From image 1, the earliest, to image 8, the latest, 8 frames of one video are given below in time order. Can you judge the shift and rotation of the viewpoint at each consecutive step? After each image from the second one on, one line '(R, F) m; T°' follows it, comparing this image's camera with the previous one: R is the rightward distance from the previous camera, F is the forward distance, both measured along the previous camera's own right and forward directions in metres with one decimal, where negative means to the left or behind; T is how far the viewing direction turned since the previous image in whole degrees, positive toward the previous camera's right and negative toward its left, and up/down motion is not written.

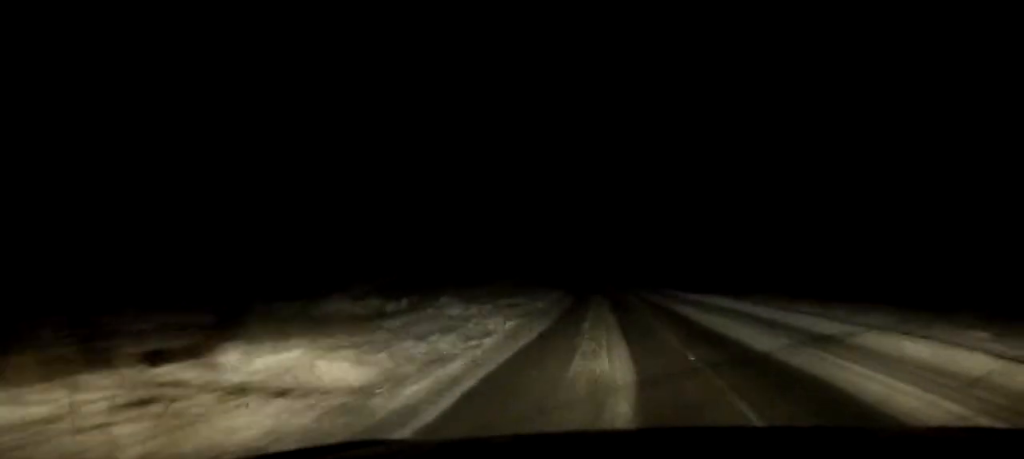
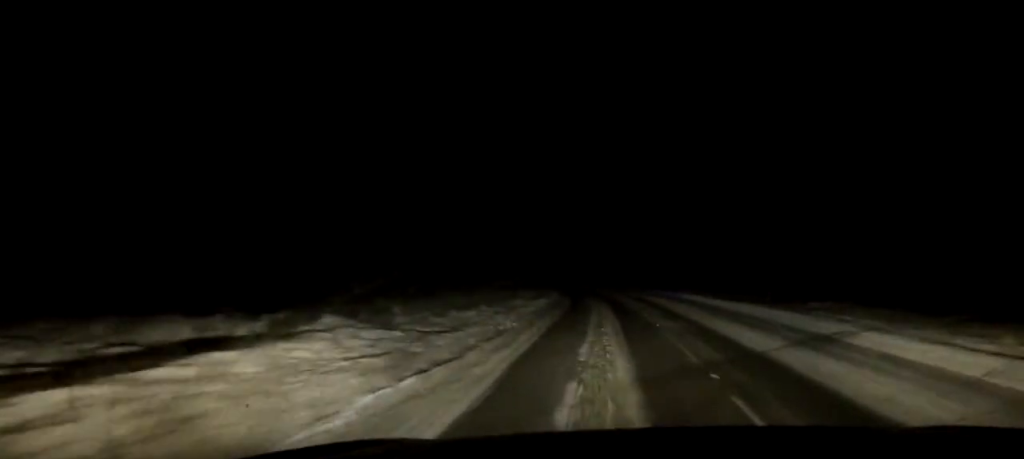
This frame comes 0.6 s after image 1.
(0.0, +10.7) m; 0°
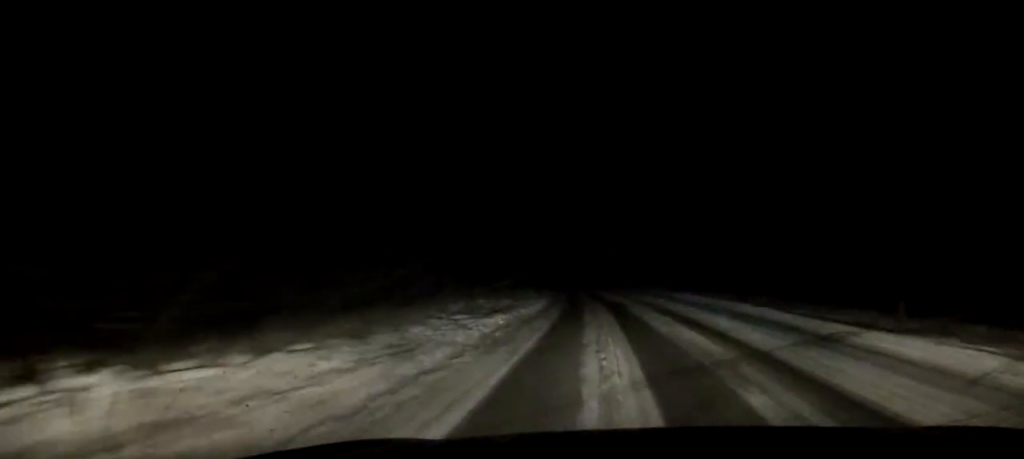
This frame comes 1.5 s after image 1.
(-0.1, +16.7) m; -1°
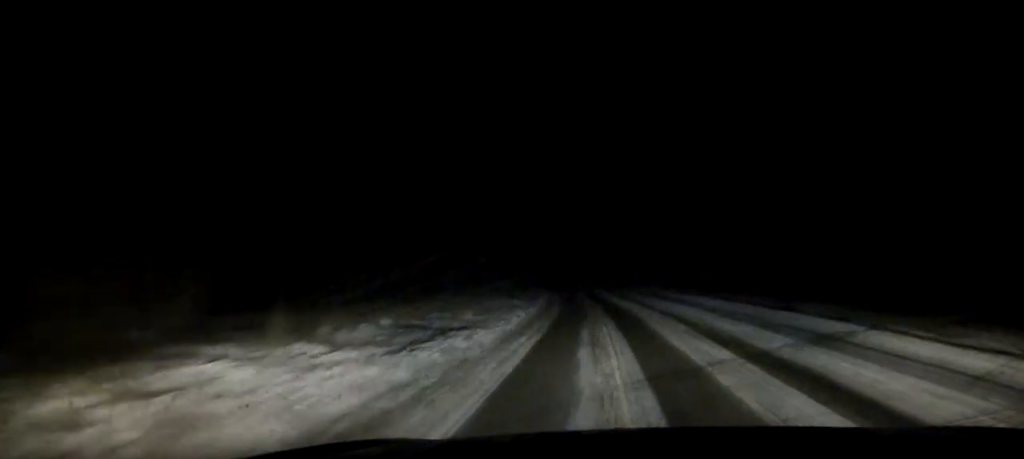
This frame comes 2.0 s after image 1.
(0.0, +9.0) m; -1°
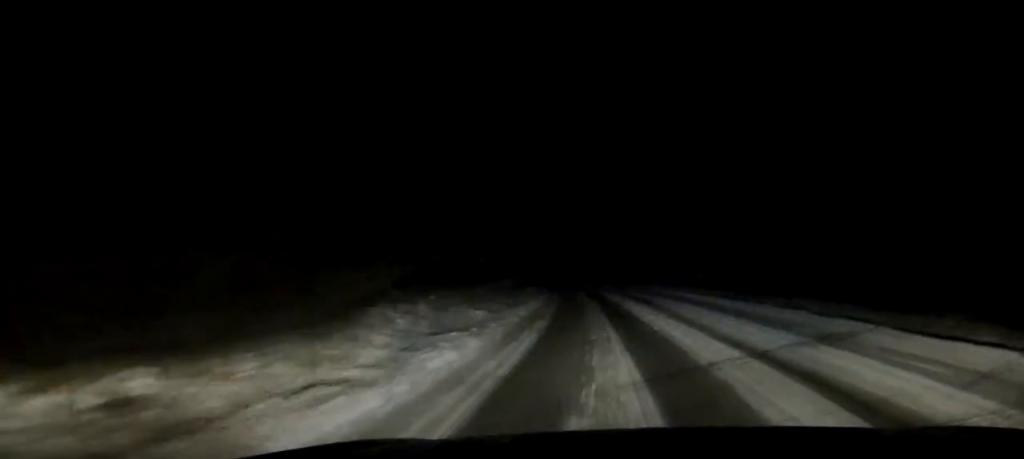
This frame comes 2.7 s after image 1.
(-0.1, +11.9) m; -1°
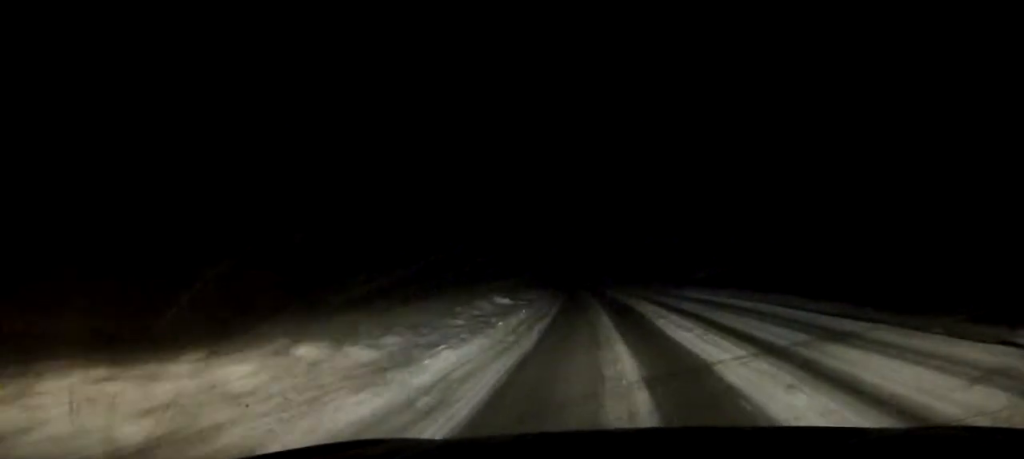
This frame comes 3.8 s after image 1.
(-0.3, +19.4) m; -2°
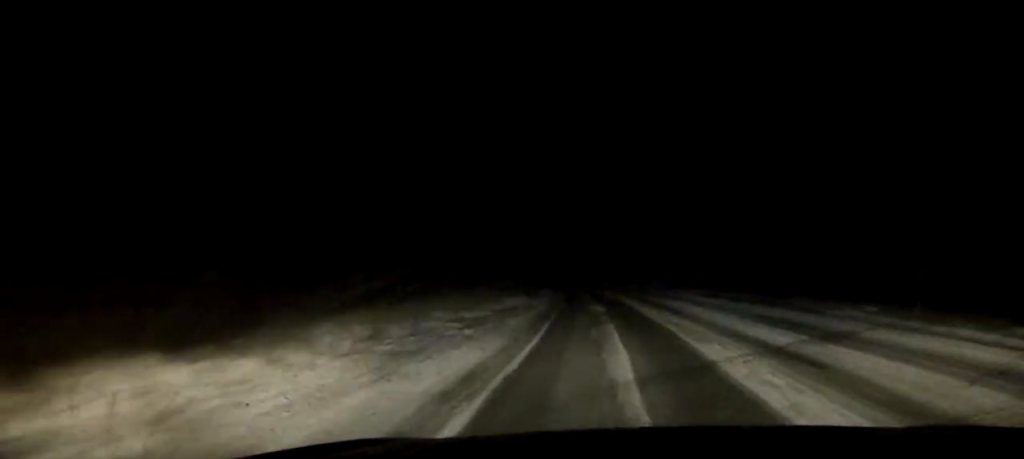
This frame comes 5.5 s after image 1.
(-0.6, +31.2) m; -2°
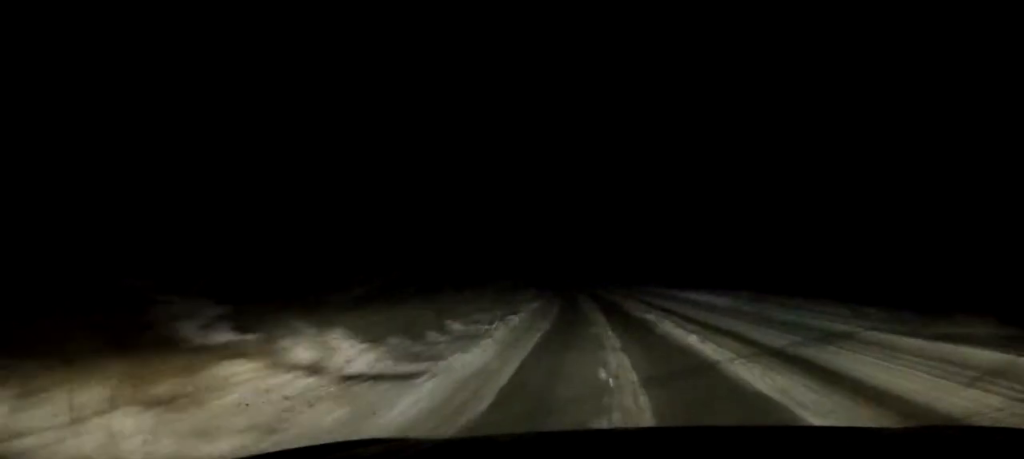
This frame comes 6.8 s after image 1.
(-0.4, +24.6) m; -2°
